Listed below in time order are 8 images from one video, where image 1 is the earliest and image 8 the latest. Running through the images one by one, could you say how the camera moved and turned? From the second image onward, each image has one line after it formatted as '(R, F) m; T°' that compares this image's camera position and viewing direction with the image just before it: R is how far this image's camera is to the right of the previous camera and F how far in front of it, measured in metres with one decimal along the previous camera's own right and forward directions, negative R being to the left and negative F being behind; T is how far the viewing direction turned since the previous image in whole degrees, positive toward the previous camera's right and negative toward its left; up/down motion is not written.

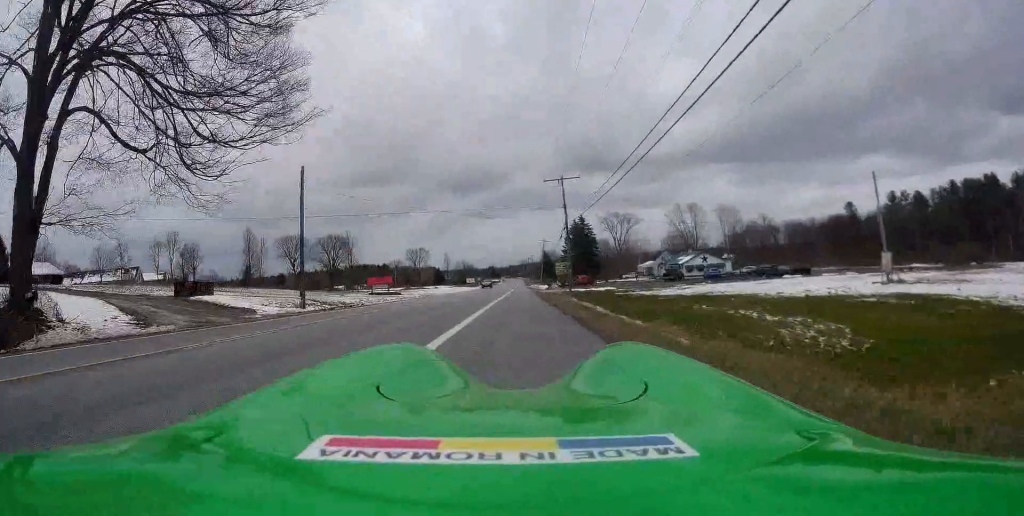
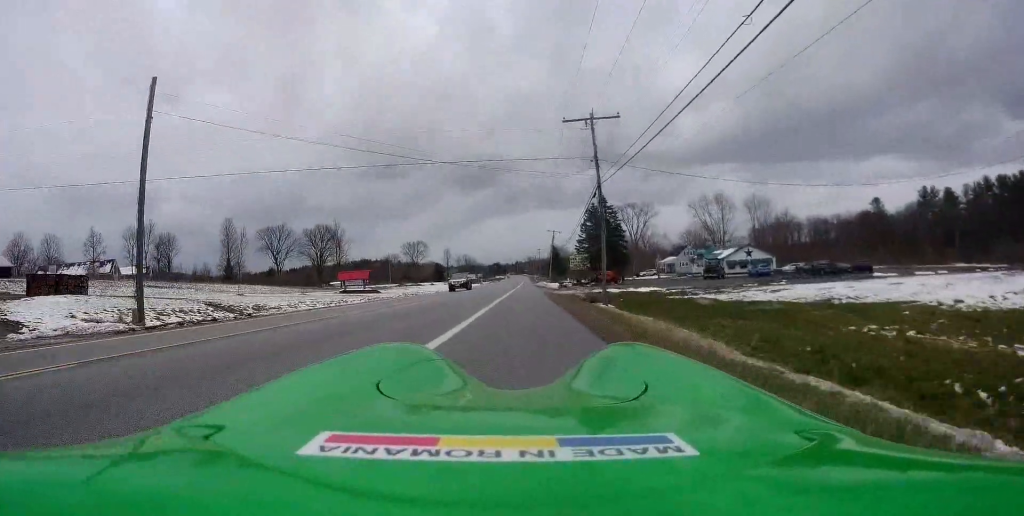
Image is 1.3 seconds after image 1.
(+0.4, +17.6) m; -1°
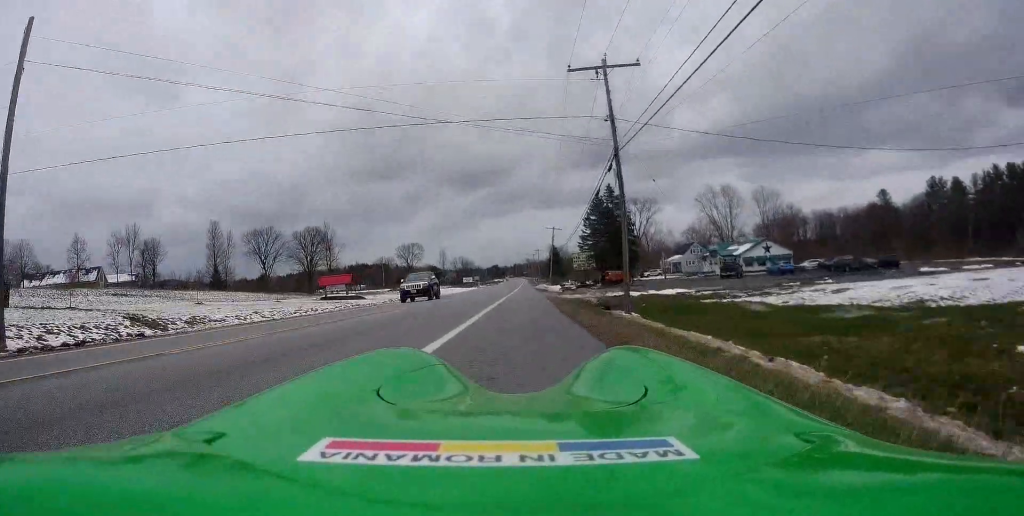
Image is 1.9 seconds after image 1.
(-0.3, +7.4) m; -1°
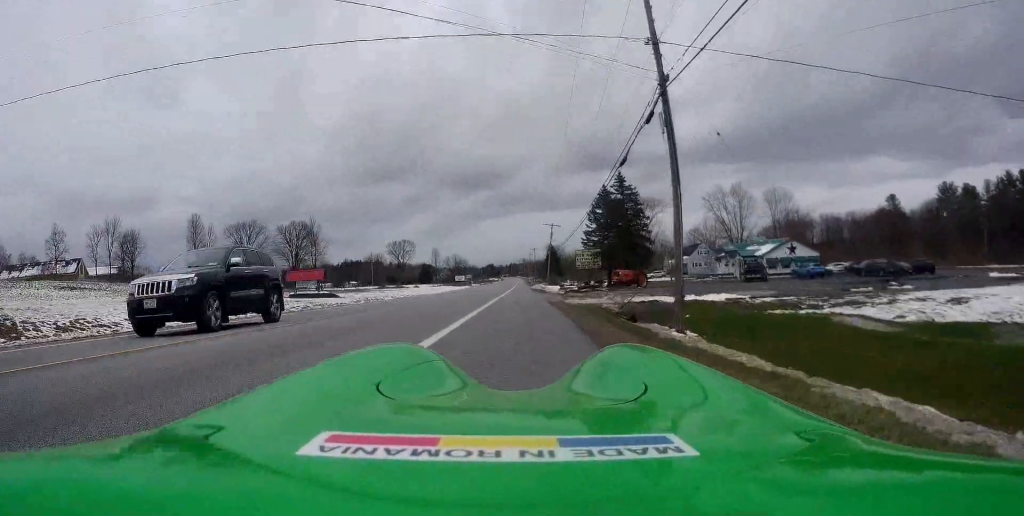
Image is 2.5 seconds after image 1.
(+0.1, +8.6) m; +1°
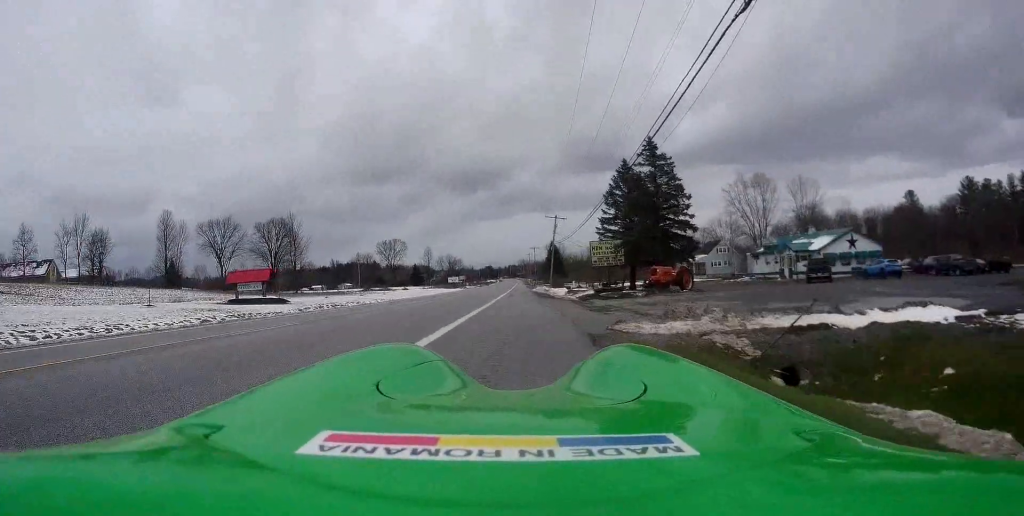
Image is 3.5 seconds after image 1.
(+0.2, +13.7) m; +1°
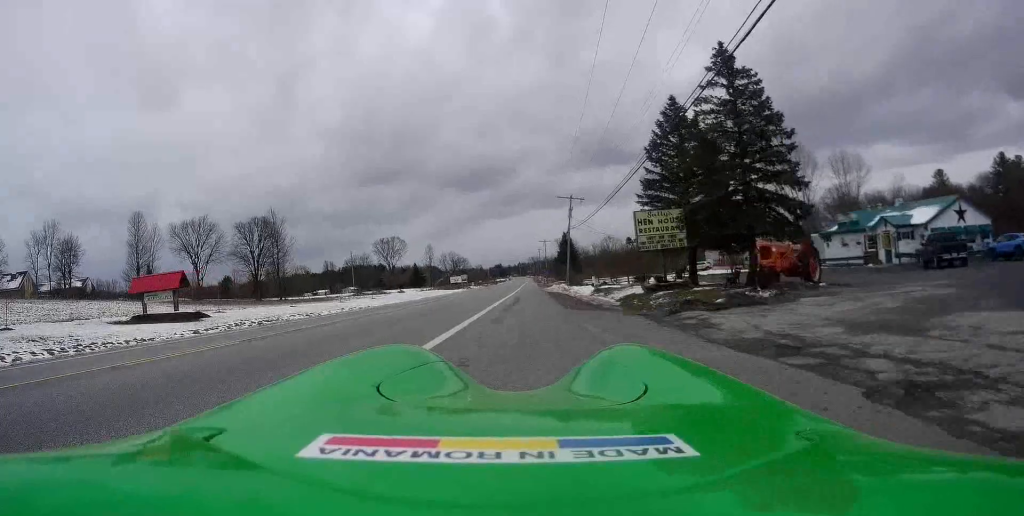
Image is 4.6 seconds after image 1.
(+0.1, +14.8) m; 0°
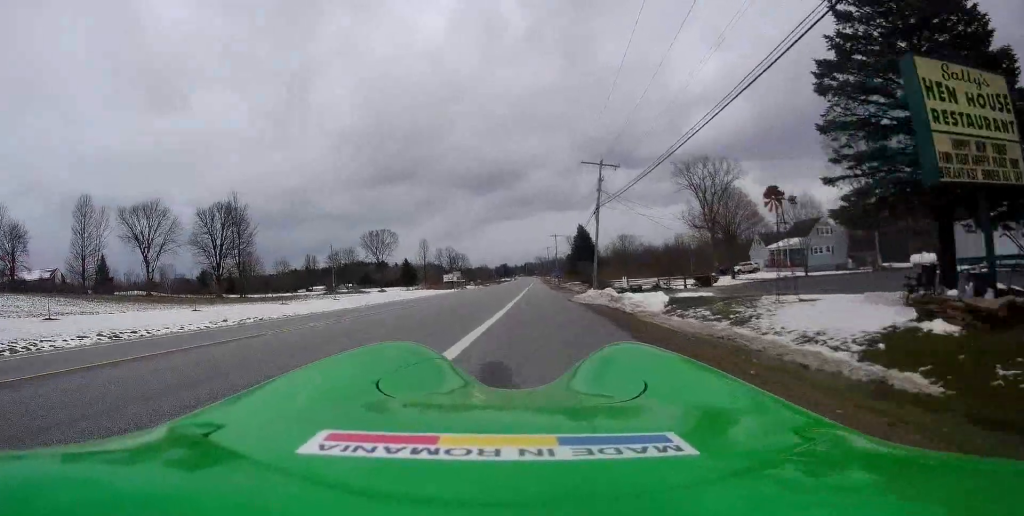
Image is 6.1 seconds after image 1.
(-0.3, +20.8) m; -2°
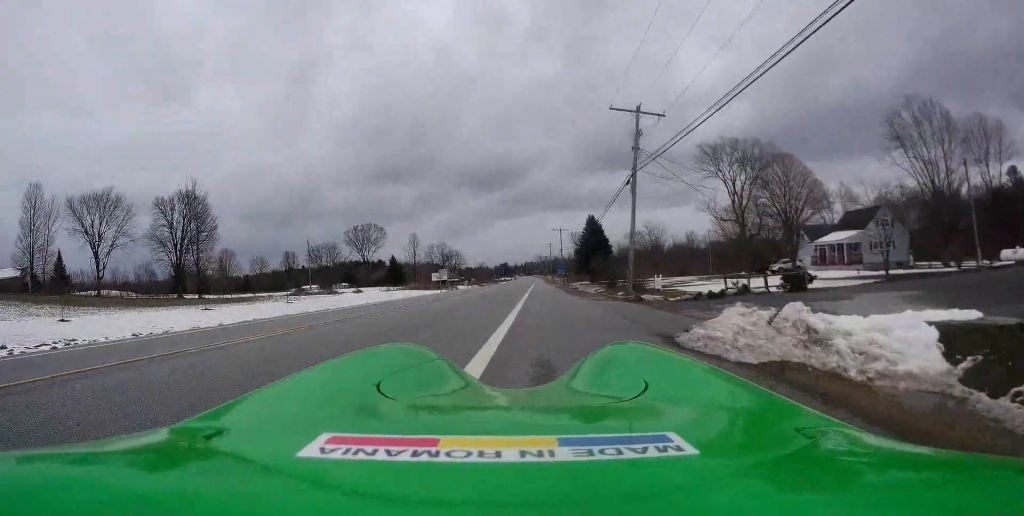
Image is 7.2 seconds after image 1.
(-0.2, +15.2) m; 0°
